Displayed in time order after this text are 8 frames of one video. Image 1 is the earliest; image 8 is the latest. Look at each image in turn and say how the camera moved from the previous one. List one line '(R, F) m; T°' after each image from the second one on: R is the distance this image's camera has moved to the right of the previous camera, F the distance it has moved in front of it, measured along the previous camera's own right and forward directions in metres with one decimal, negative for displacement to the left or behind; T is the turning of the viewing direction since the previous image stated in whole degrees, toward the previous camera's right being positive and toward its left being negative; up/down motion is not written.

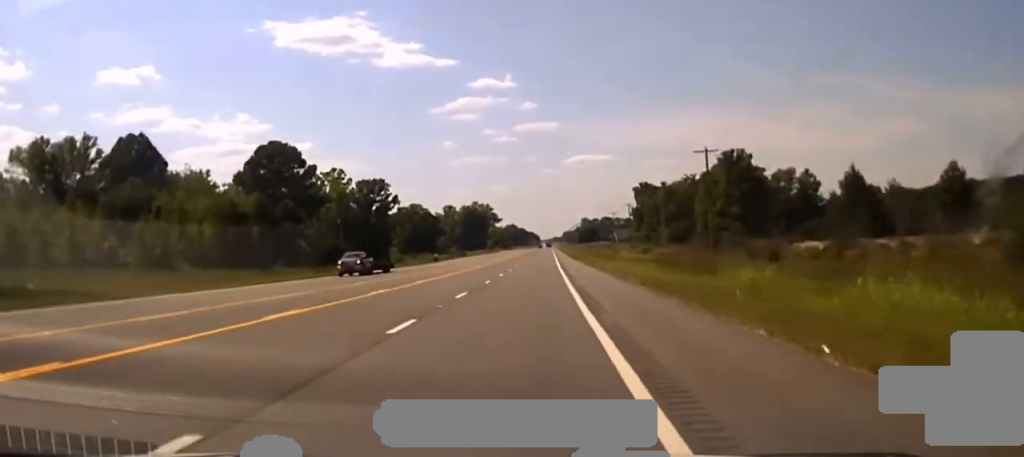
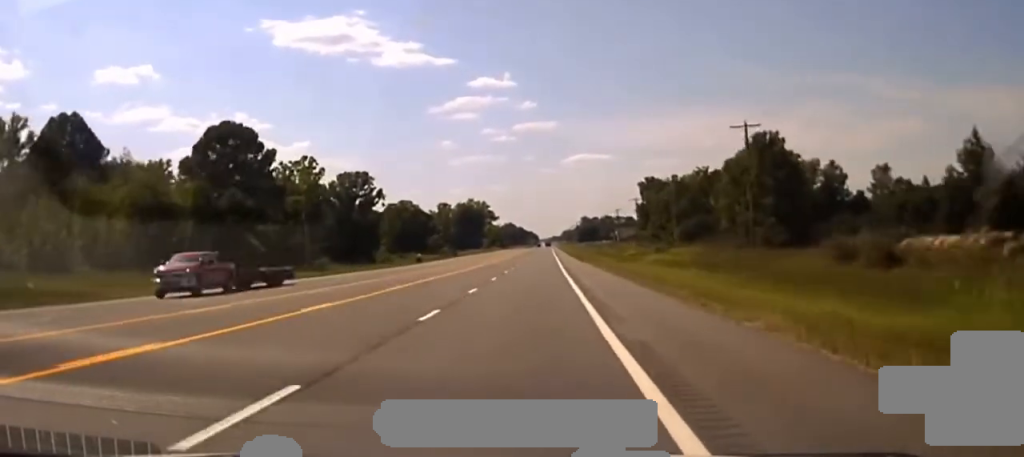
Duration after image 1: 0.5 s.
(0.0, +19.3) m; 0°
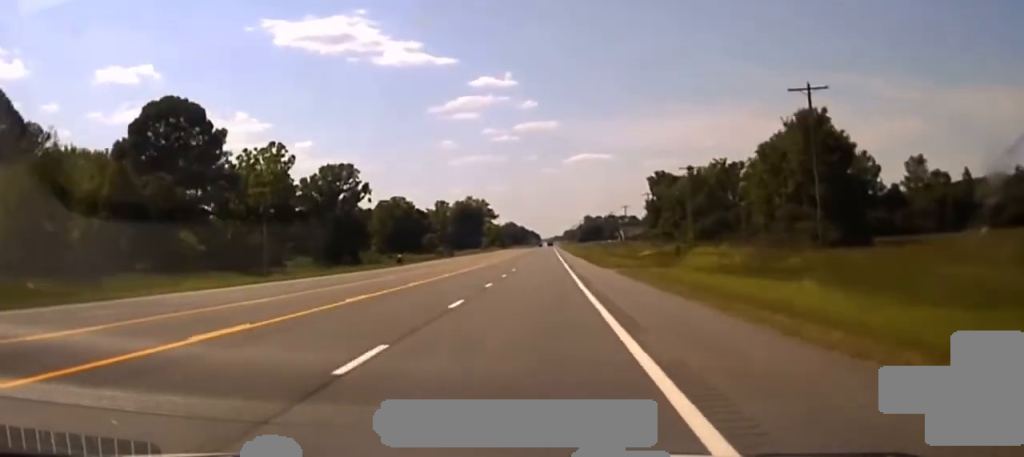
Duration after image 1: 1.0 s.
(0.0, +19.4) m; 0°
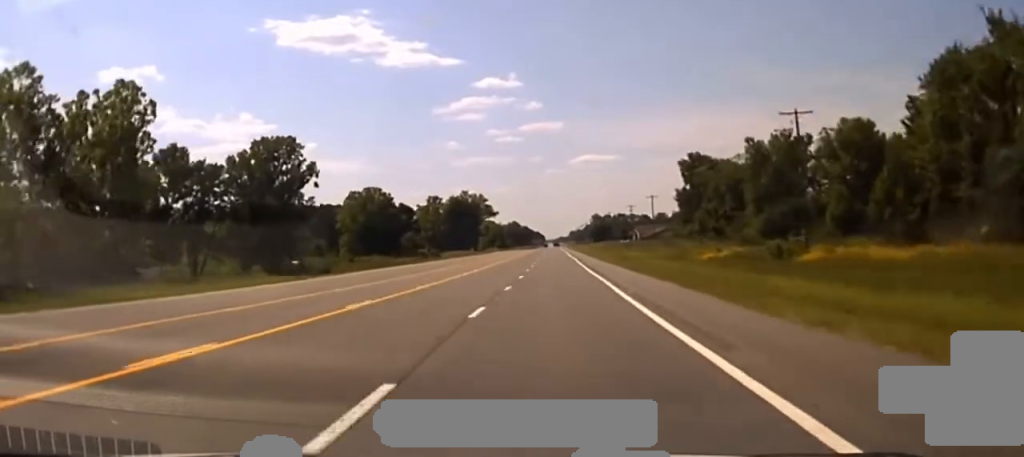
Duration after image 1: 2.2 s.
(0.0, +56.6) m; 0°
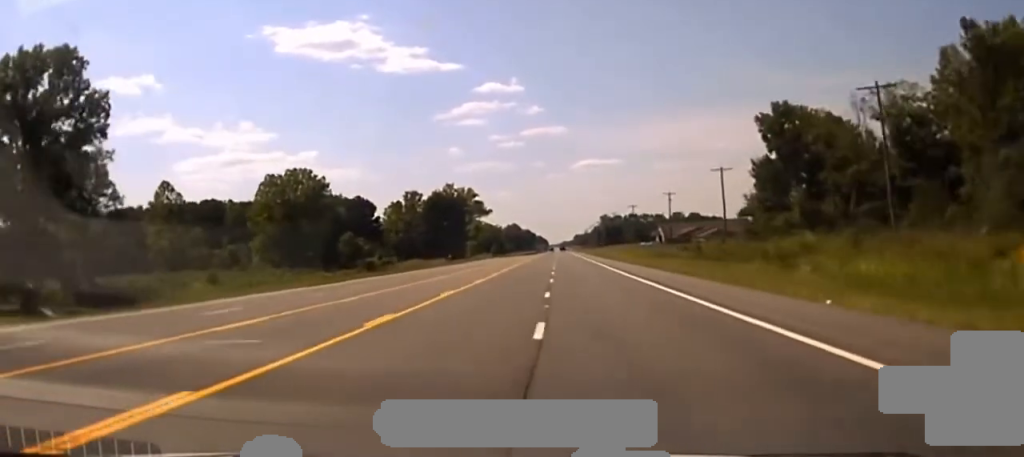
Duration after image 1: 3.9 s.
(-0.6, +85.9) m; -1°
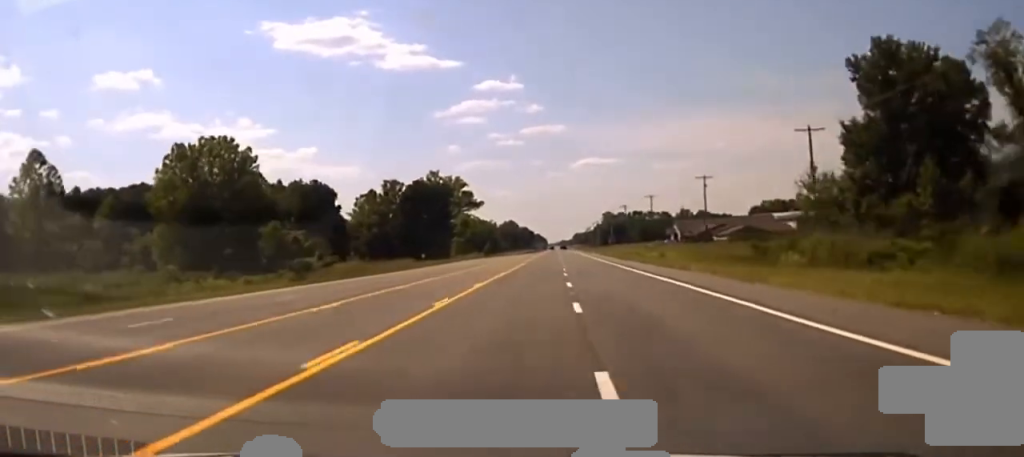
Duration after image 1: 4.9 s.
(0.0, +45.2) m; 0°
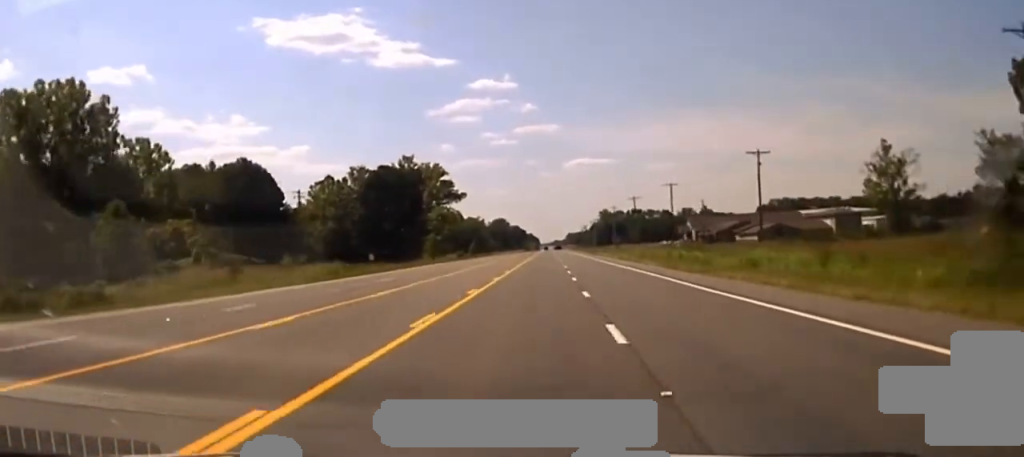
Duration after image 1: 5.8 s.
(+0.3, +42.5) m; +1°
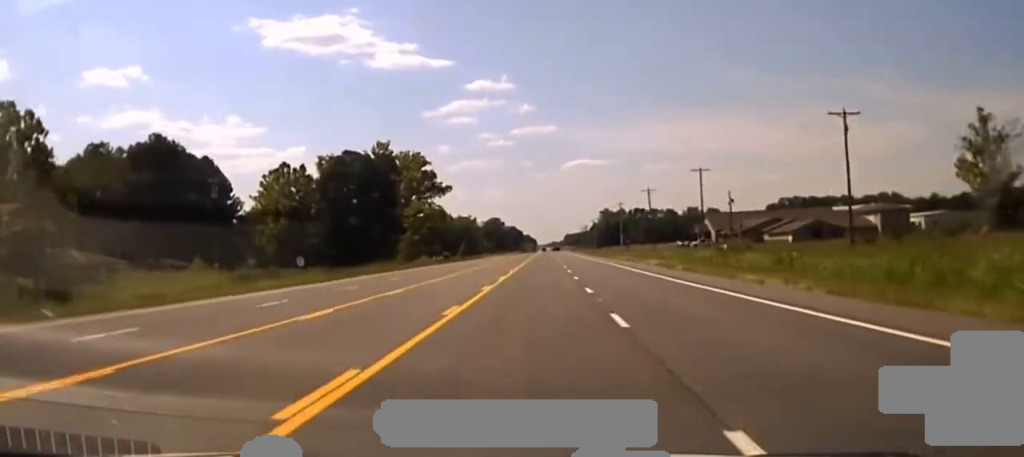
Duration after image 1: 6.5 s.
(+0.1, +32.2) m; 0°
